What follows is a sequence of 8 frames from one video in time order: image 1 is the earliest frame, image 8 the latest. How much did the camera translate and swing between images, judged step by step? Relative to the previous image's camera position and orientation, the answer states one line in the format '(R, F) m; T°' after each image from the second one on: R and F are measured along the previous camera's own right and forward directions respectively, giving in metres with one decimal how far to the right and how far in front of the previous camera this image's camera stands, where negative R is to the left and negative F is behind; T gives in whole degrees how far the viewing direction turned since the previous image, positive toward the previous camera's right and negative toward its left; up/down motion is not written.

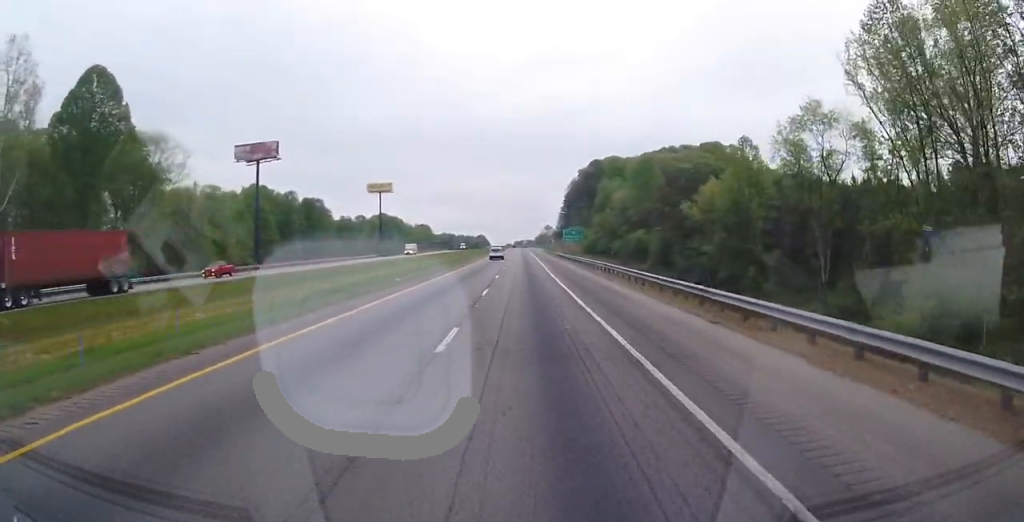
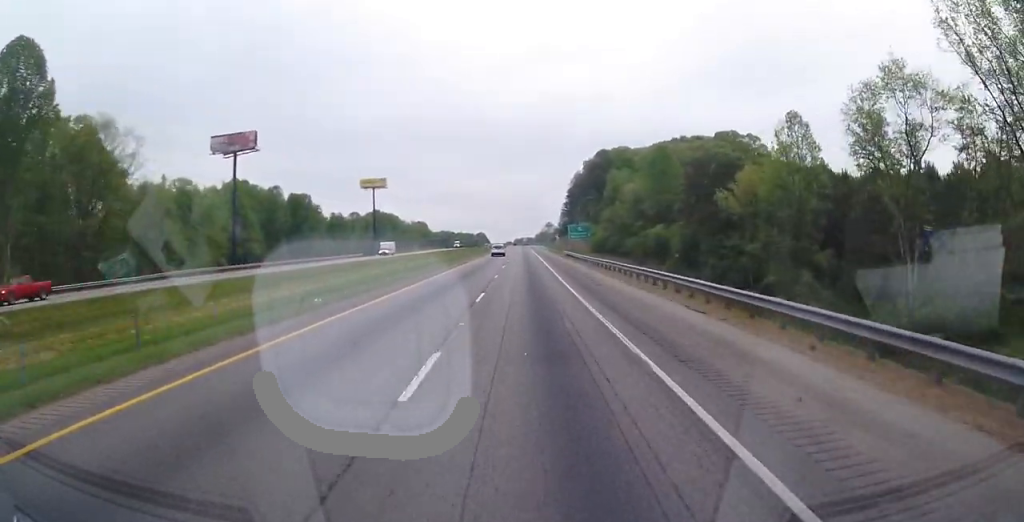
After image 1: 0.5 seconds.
(+0.1, +15.6) m; 0°
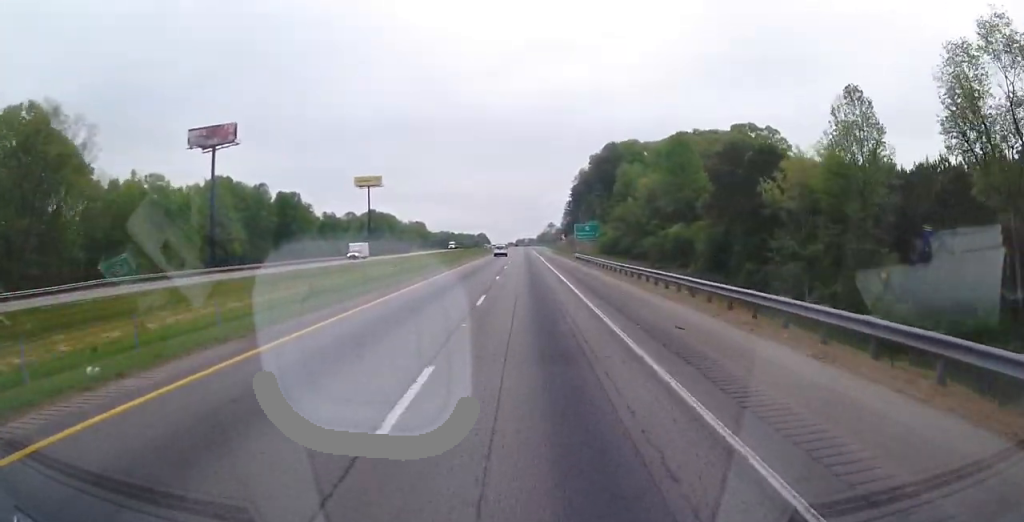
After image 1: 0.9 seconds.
(0.0, +13.3) m; 0°
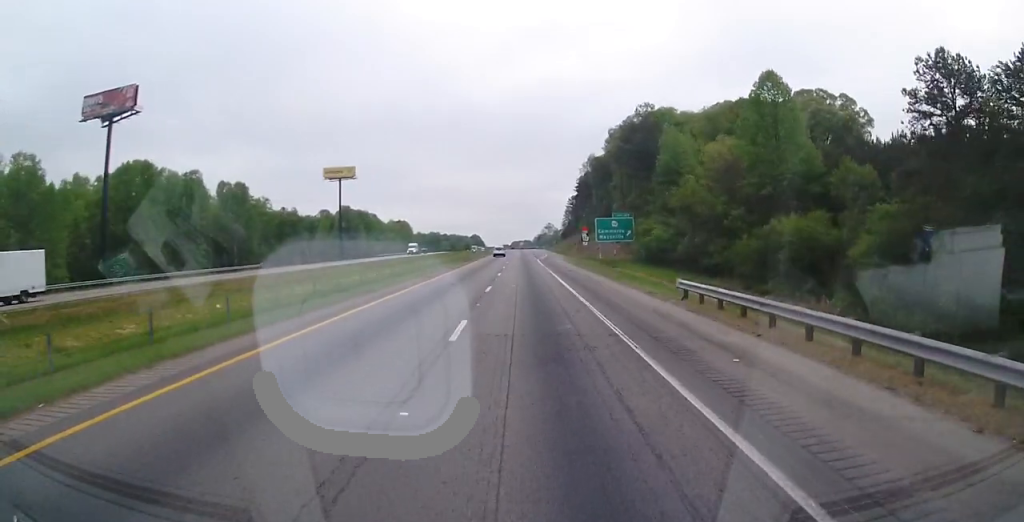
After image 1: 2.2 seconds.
(-0.2, +43.4) m; 0°
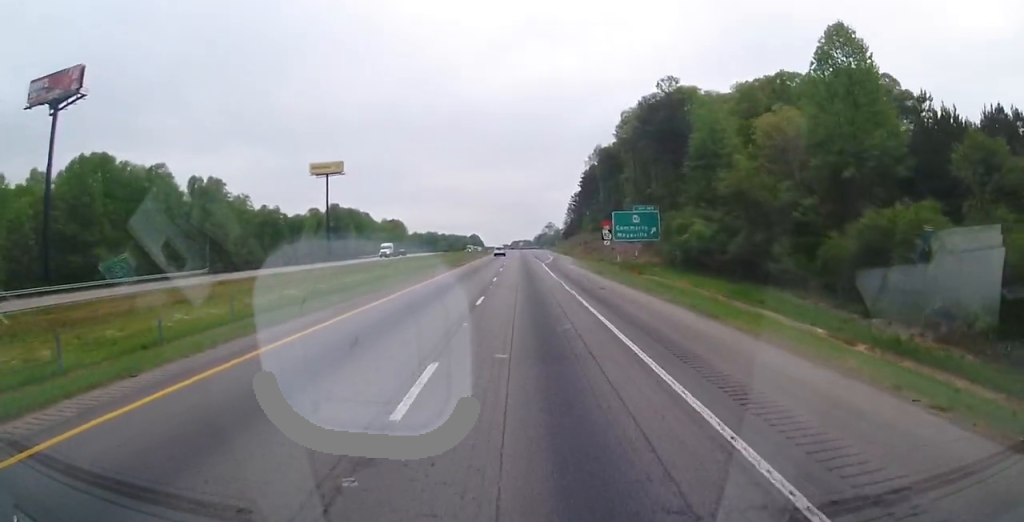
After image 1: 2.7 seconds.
(-0.2, +17.3) m; 0°
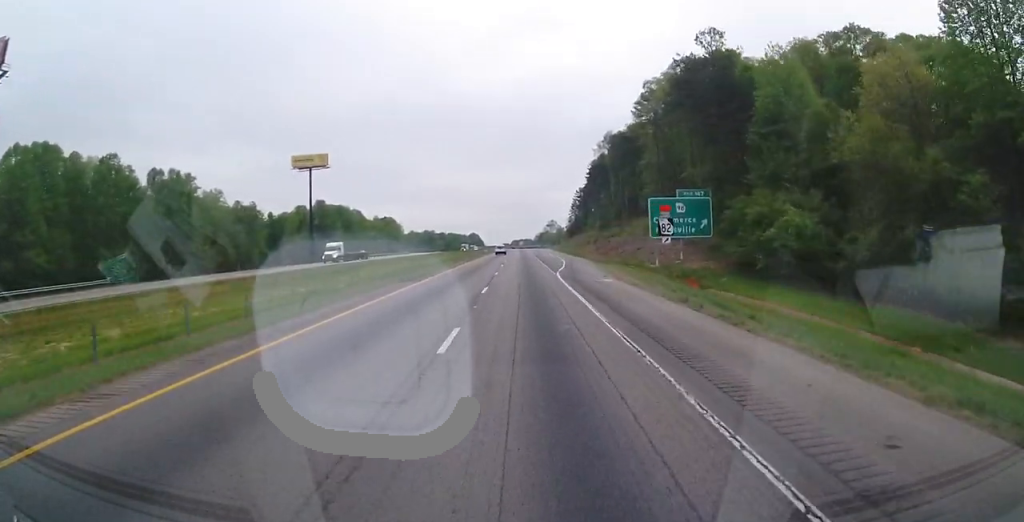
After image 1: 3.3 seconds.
(+0.4, +20.6) m; 0°
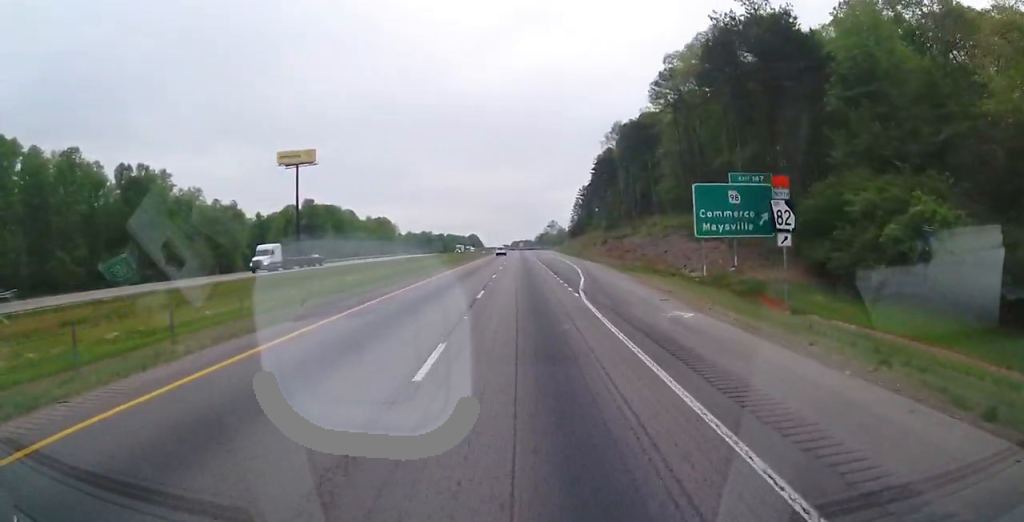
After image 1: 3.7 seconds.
(+0.2, +13.9) m; 0°
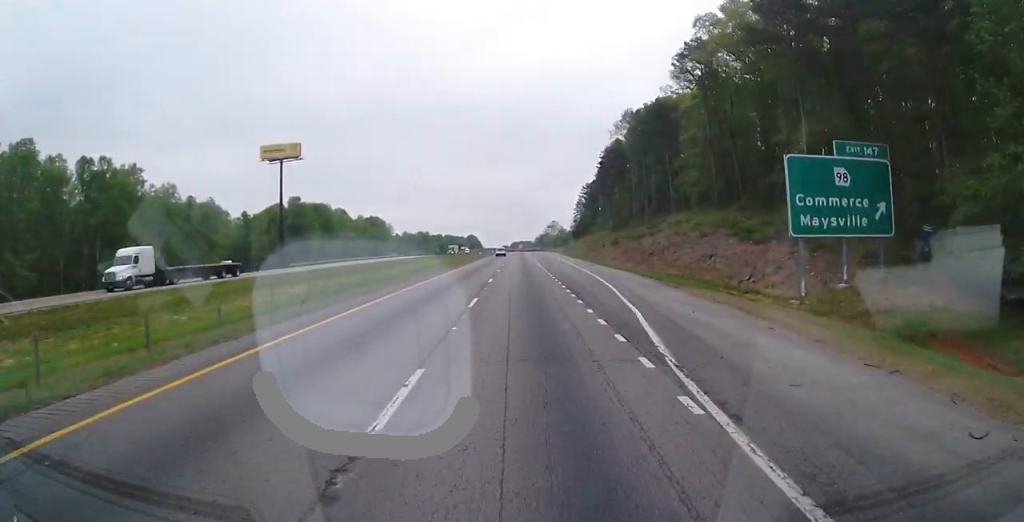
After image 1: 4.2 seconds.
(-0.2, +14.5) m; 0°
